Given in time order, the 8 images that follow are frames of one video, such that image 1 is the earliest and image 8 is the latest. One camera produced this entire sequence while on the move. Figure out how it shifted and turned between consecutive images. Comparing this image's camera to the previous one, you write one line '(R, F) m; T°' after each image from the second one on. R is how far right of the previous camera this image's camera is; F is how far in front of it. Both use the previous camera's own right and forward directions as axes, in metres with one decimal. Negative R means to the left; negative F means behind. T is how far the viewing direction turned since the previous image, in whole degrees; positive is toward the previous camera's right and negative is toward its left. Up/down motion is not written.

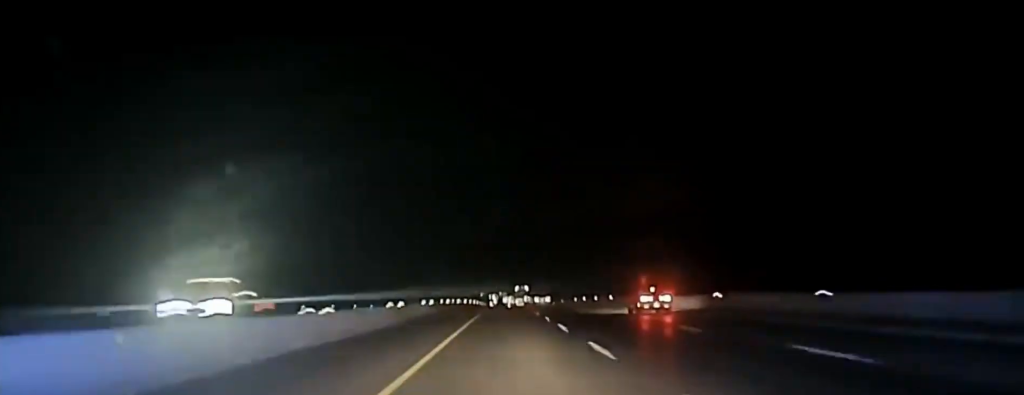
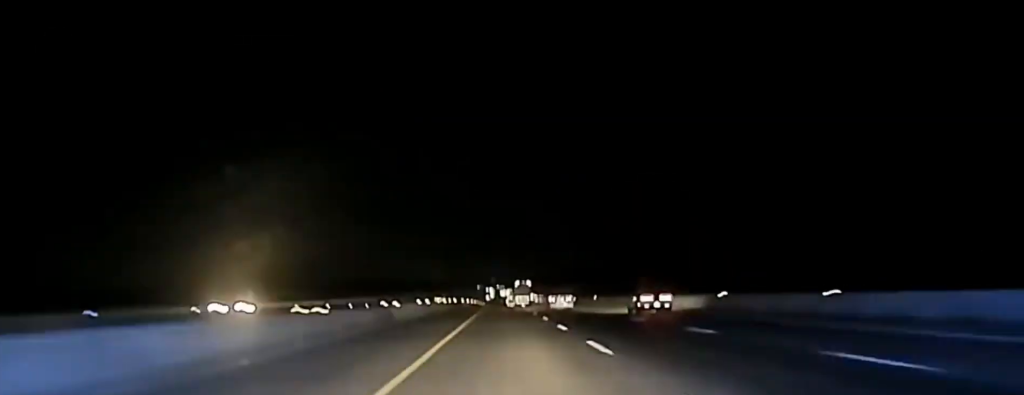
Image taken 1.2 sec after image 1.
(+0.4, +71.2) m; 0°
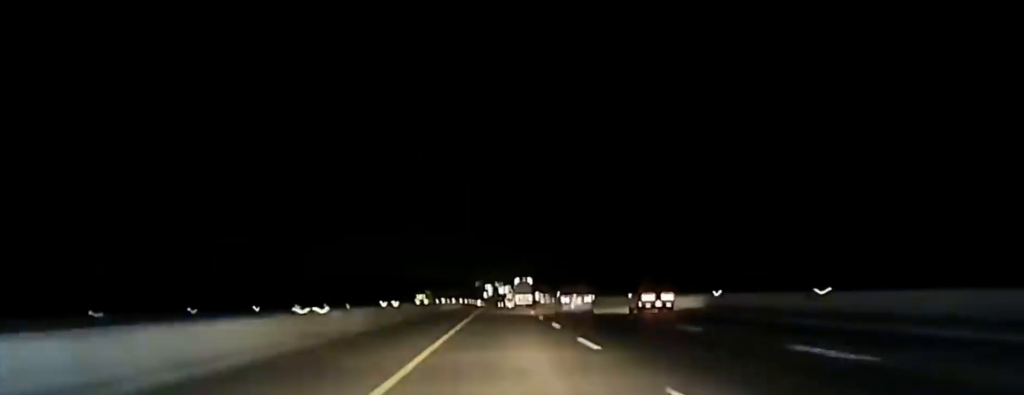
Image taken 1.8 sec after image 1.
(0.0, +34.8) m; 0°
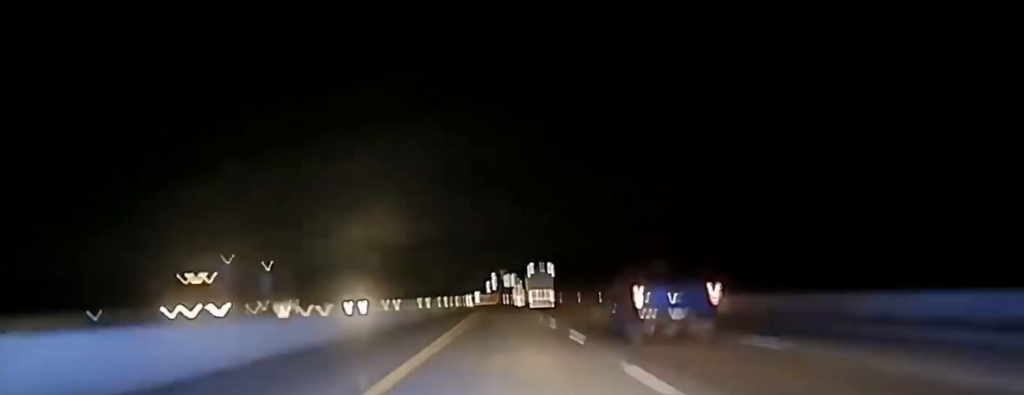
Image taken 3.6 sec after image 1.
(-0.2, +104.7) m; 0°
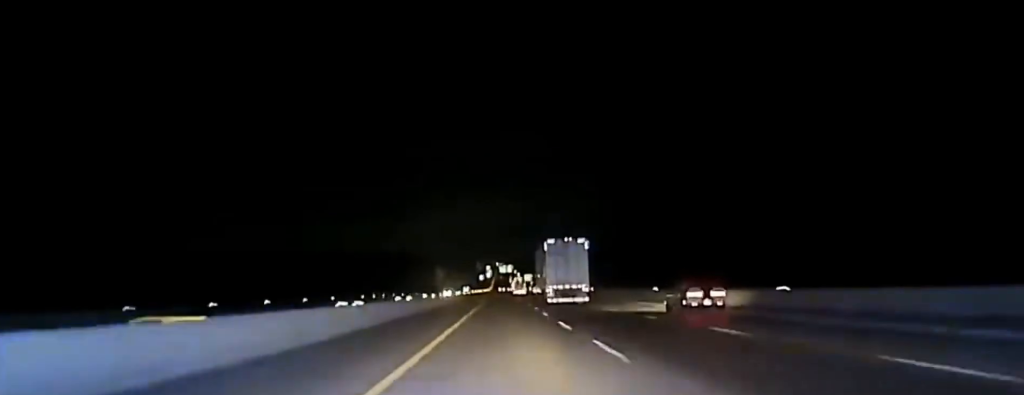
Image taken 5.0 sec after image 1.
(-0.1, +79.1) m; 0°
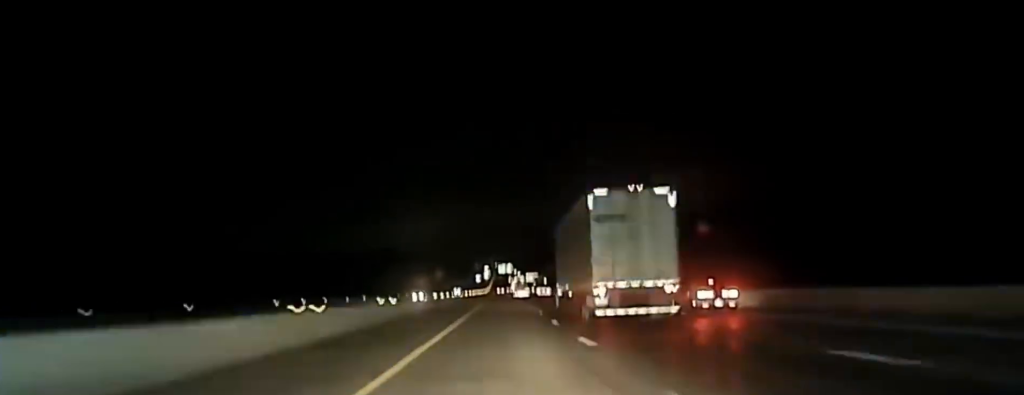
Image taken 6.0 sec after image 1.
(+0.1, +57.2) m; 0°
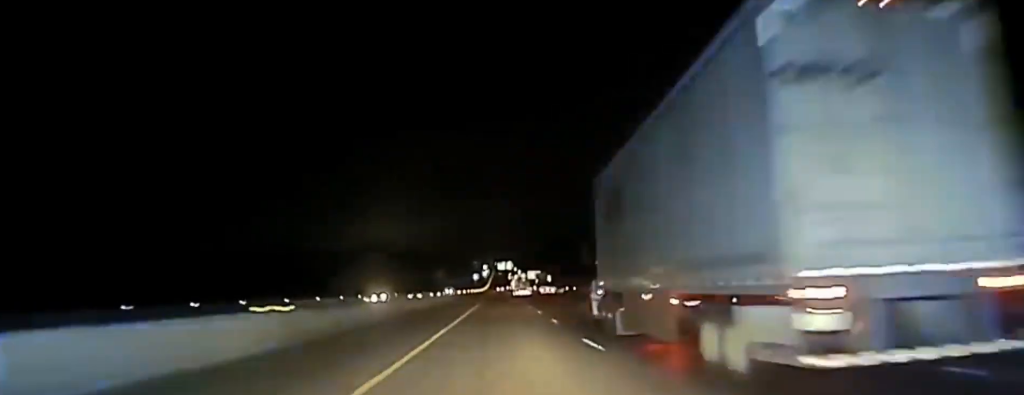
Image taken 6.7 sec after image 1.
(0.0, +38.0) m; 0°
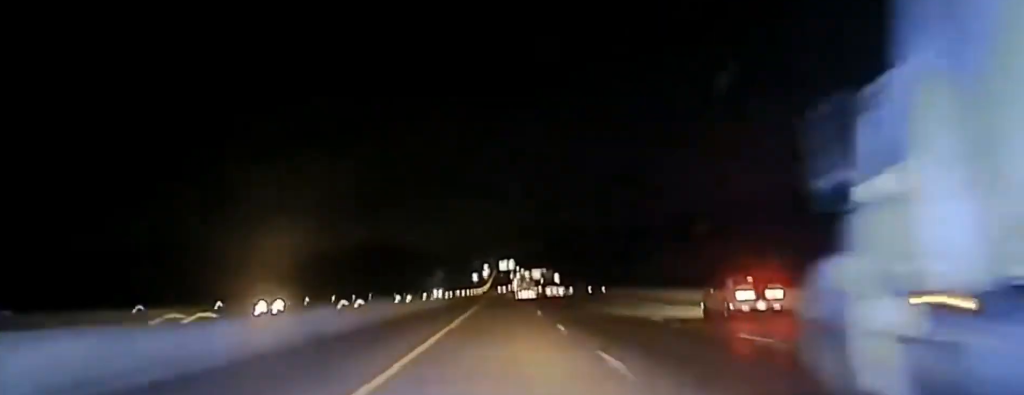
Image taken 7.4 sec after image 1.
(0.0, +43.3) m; 0°
